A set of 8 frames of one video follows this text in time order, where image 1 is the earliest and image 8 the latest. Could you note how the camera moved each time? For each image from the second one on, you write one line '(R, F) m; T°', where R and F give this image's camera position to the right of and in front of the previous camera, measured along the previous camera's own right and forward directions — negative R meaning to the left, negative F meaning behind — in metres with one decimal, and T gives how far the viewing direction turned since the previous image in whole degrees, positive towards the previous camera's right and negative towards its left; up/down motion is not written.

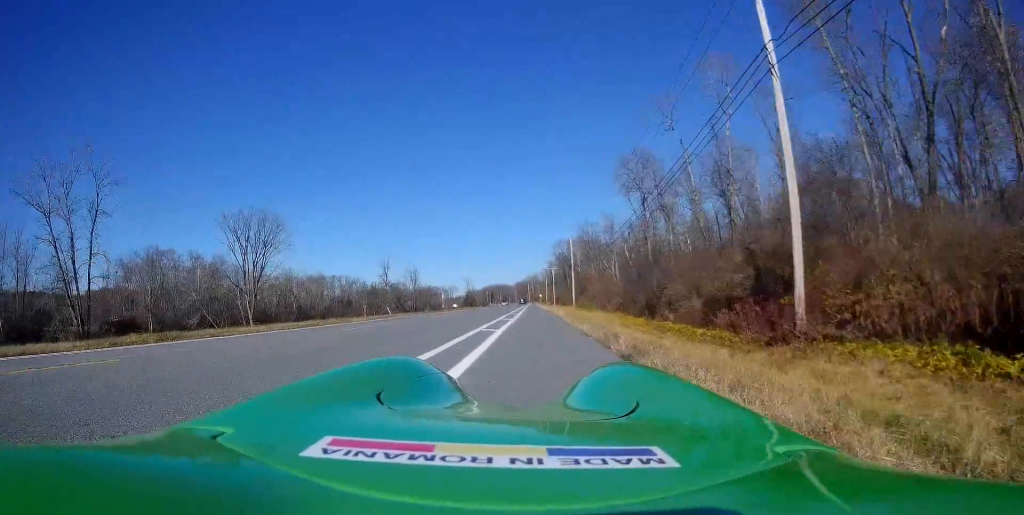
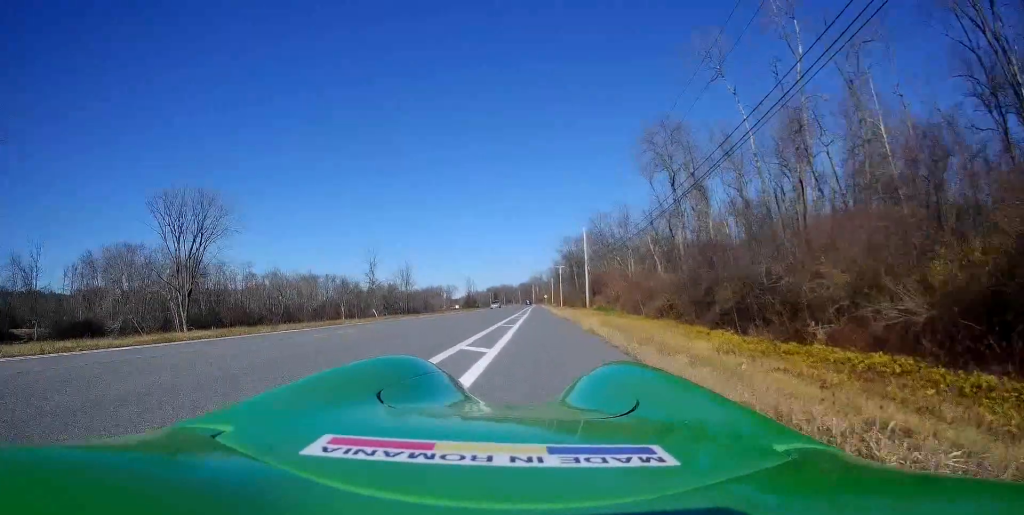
(+1.0, +14.8) m; +2°
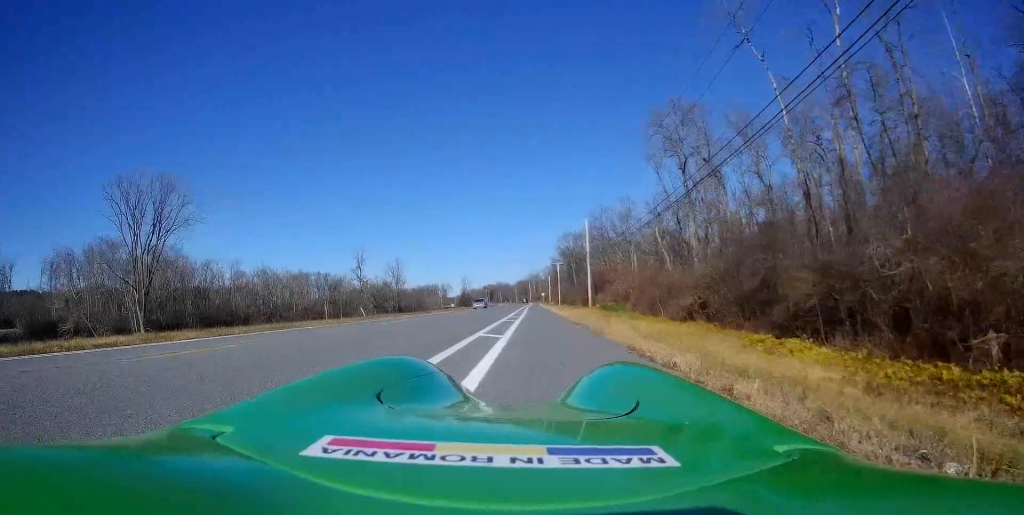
(-0.4, +6.5) m; -3°
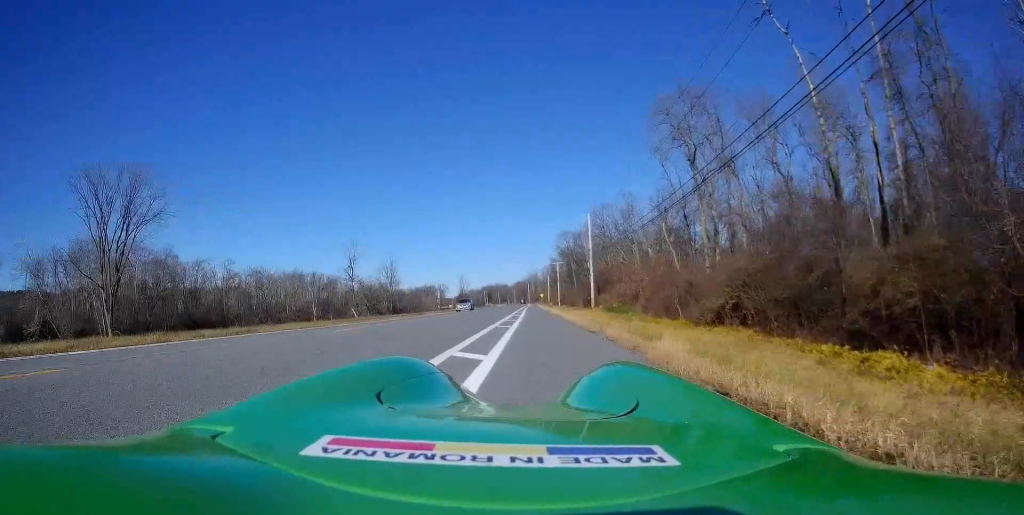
(0.0, +4.2) m; 0°
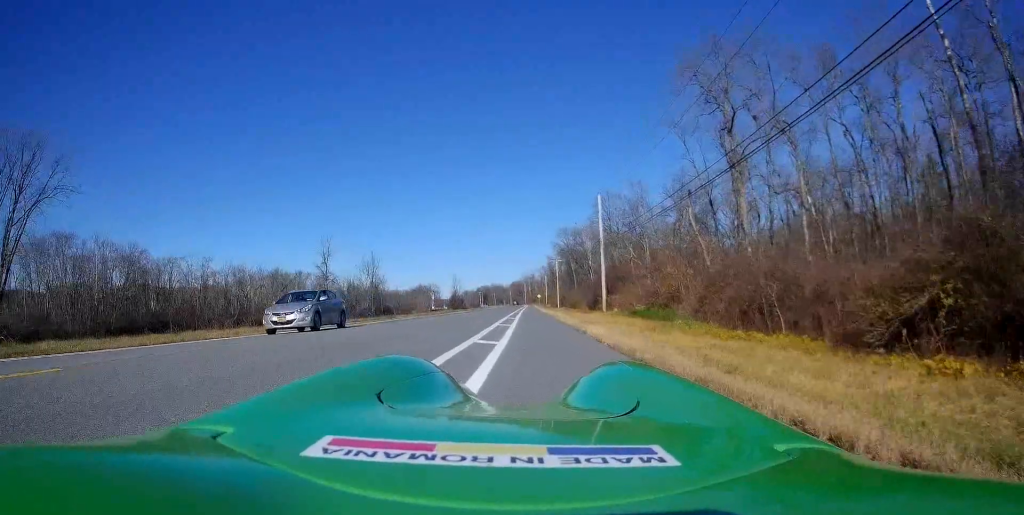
(0.0, +12.1) m; 0°
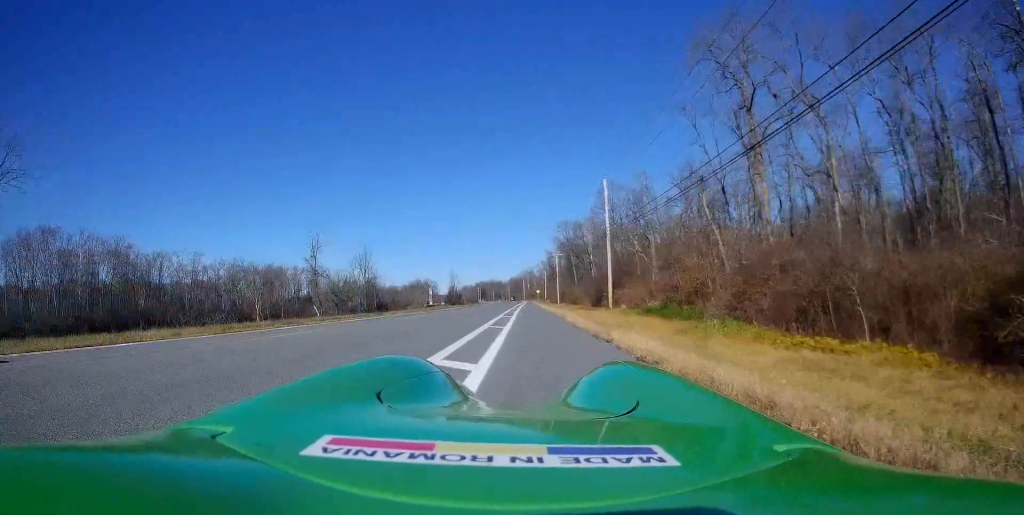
(0.0, +4.5) m; 0°
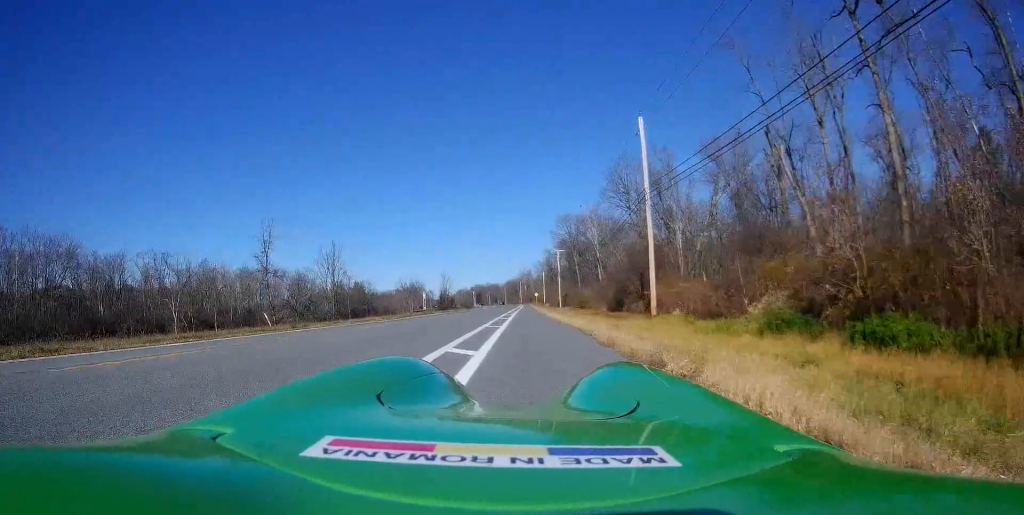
(0.0, +16.0) m; 0°
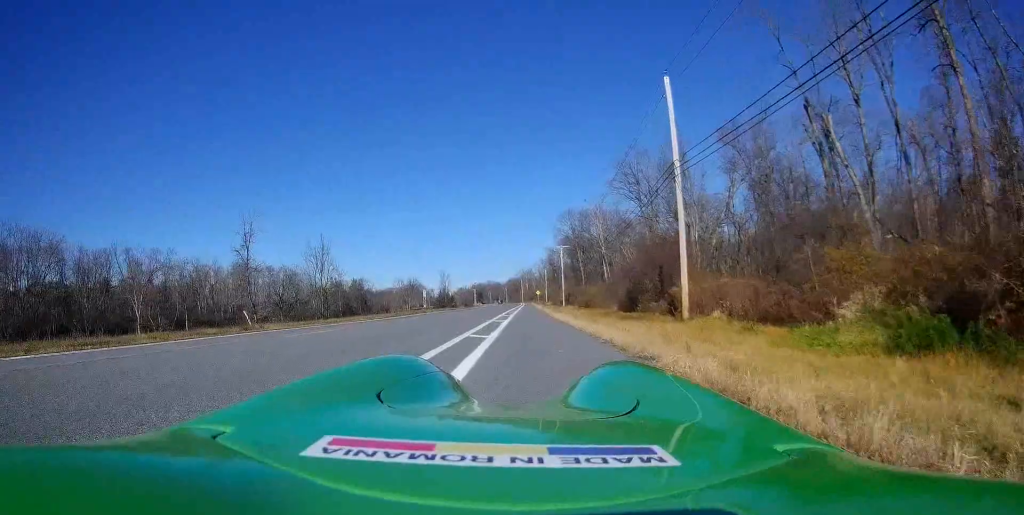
(0.0, +5.5) m; +2°
